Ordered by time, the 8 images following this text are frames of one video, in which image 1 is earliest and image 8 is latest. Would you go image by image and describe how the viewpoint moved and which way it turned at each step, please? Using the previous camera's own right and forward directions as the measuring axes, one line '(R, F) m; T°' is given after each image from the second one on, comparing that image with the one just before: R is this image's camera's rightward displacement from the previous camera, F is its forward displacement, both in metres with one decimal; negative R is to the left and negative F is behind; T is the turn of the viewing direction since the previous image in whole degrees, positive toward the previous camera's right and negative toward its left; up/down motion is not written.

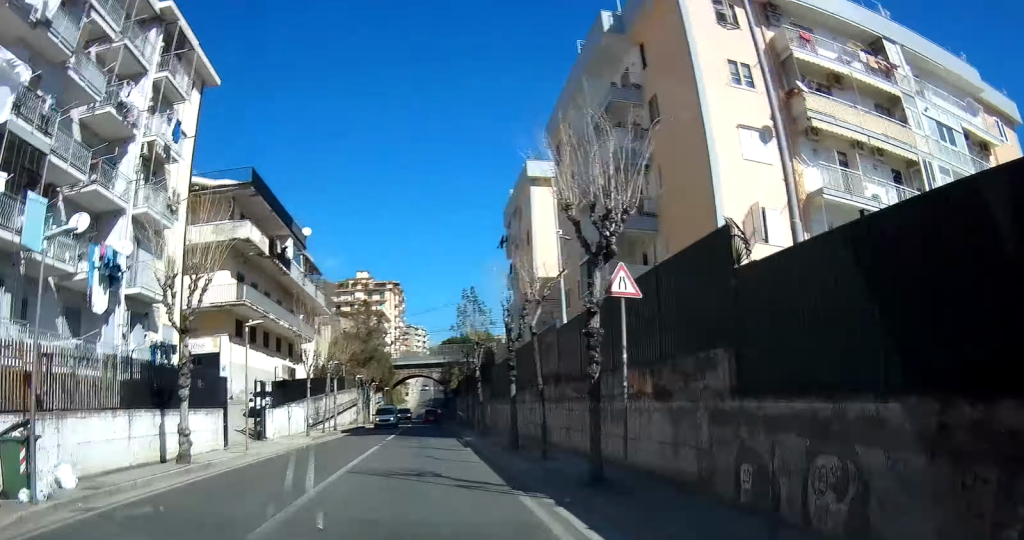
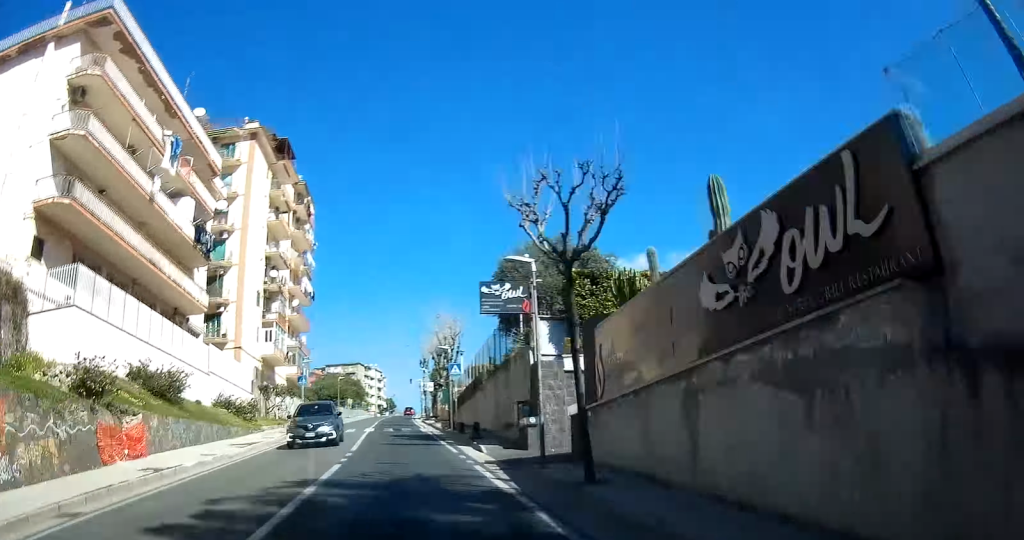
(+1.0, +136.8) m; 0°
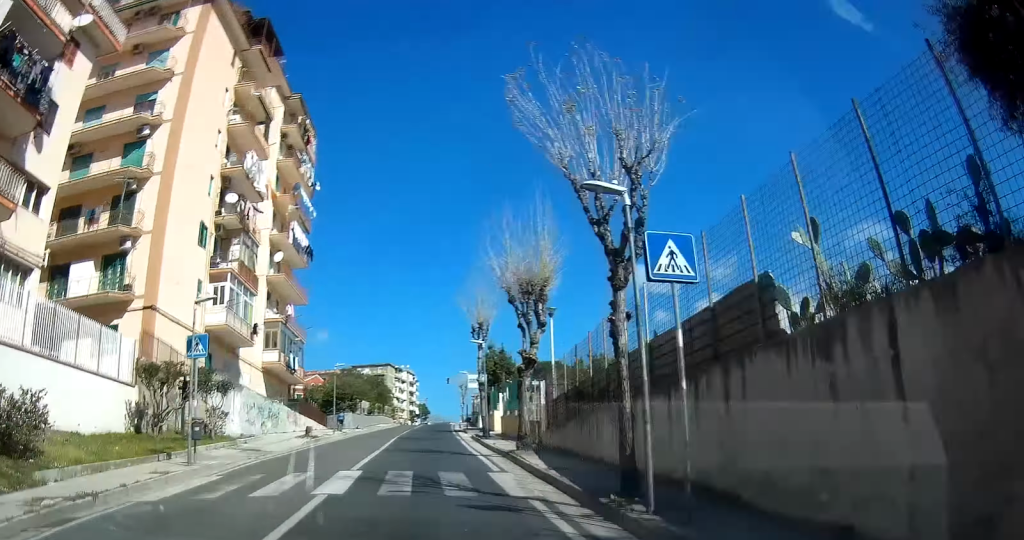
(-0.6, +23.1) m; -1°
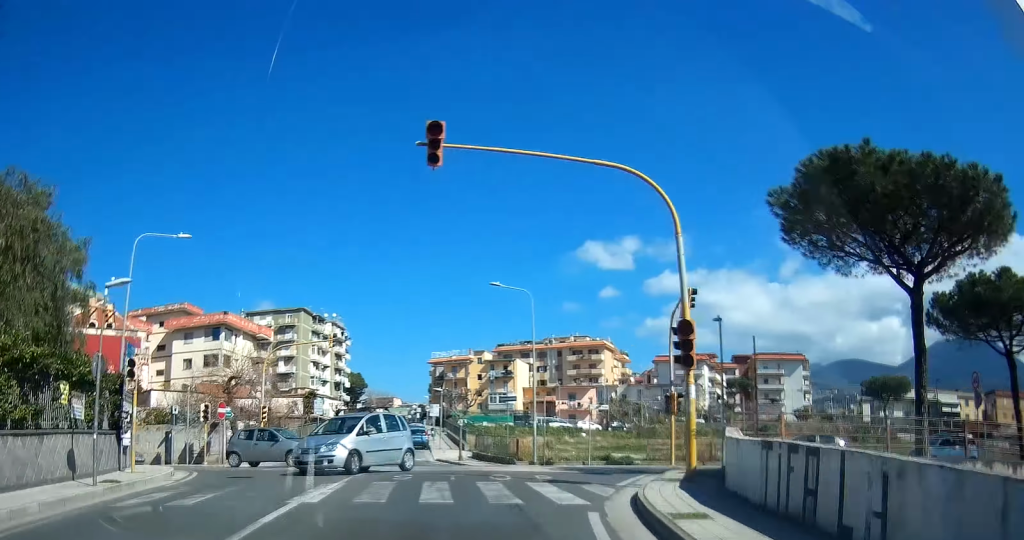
(+1.8, +71.5) m; +8°
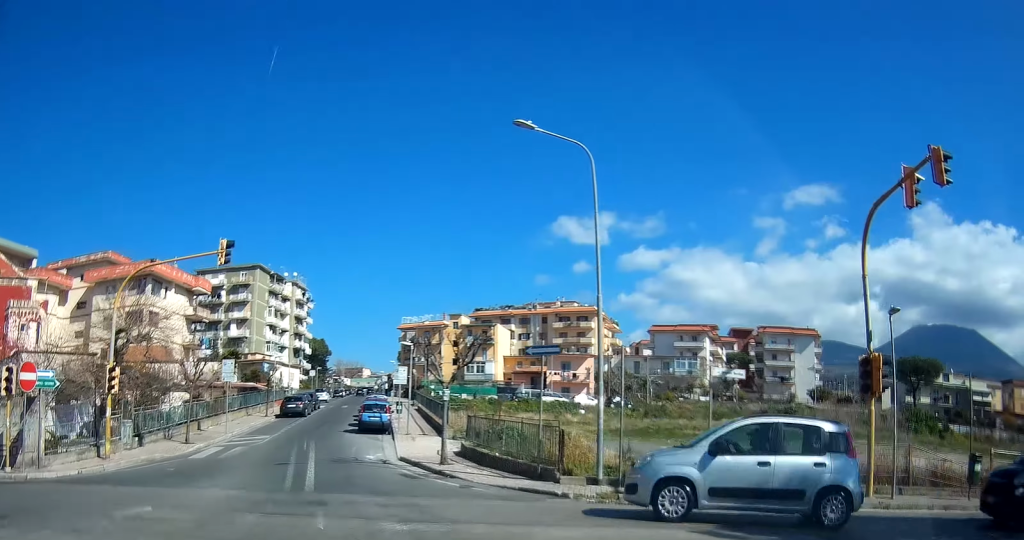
(+1.3, +20.8) m; +4°
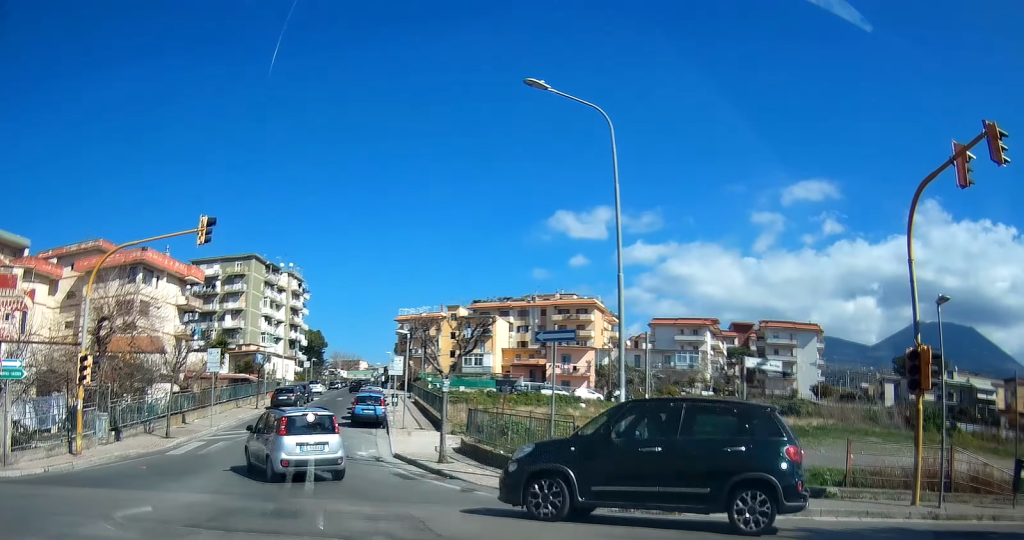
(+1.8, +10.9) m; 0°
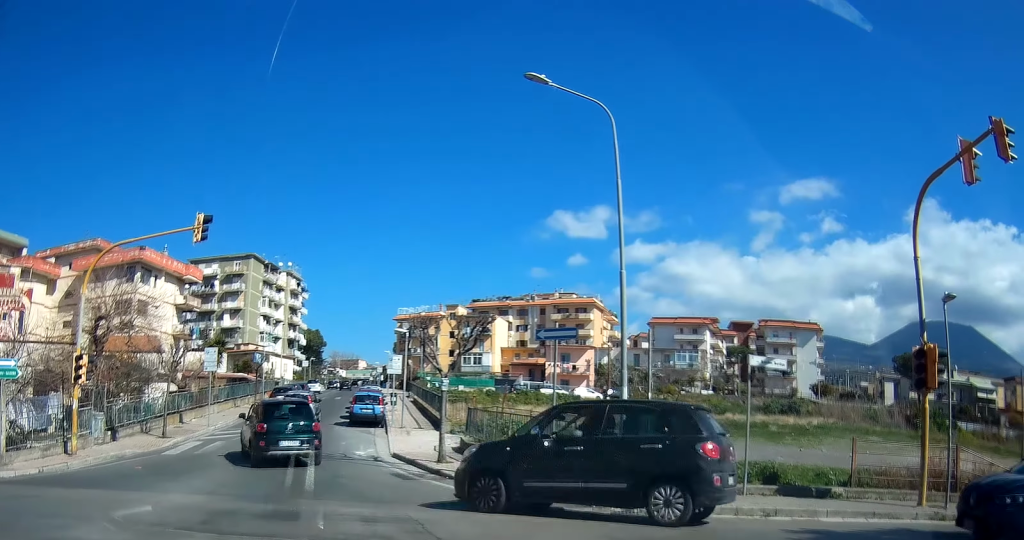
(-1.5, +9.2) m; -5°
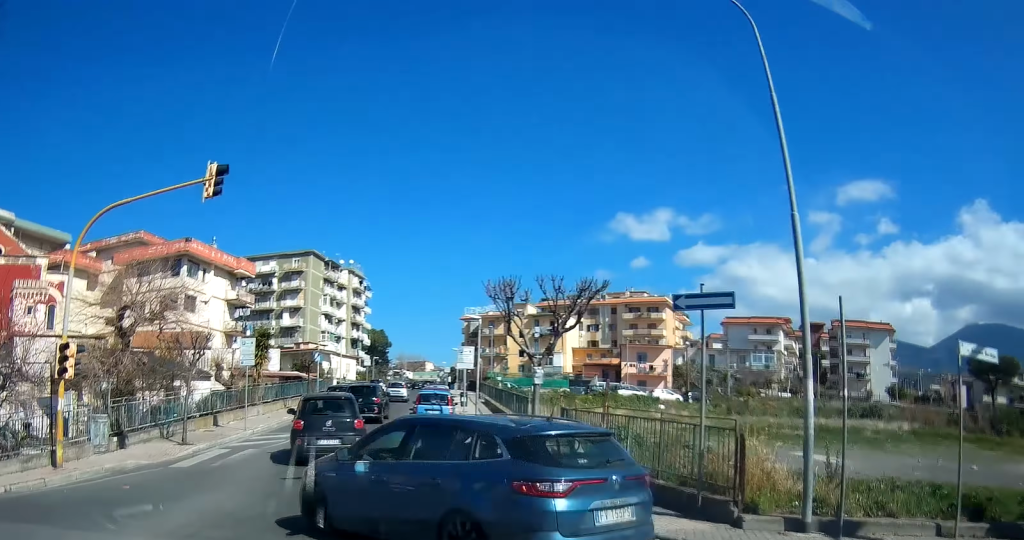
(-0.8, +9.5) m; -5°
